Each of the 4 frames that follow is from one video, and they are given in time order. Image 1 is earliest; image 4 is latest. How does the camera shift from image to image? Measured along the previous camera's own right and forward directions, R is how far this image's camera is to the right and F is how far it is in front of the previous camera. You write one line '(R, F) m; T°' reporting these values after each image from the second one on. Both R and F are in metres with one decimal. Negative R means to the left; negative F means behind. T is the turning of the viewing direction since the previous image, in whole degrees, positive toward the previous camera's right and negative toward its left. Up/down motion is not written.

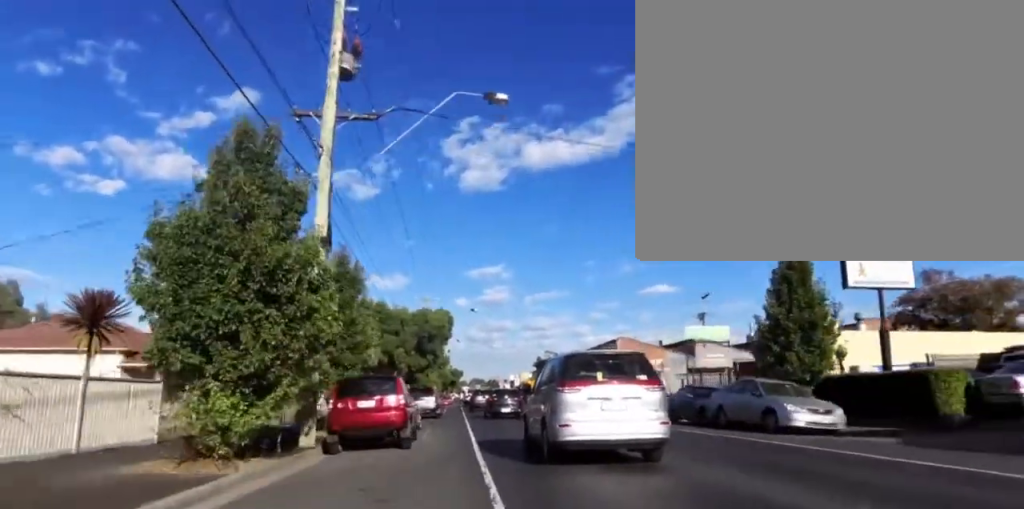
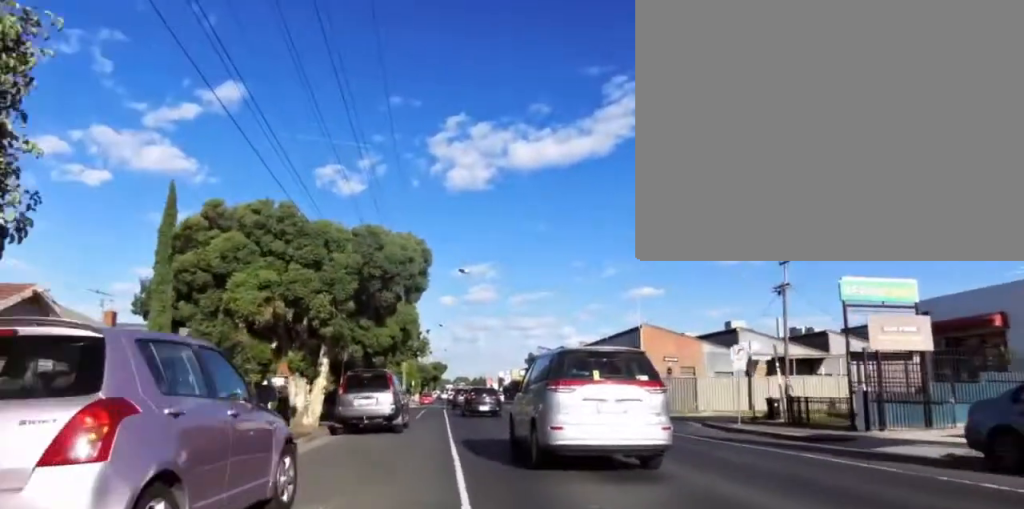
(-2.0, +14.9) m; -1°
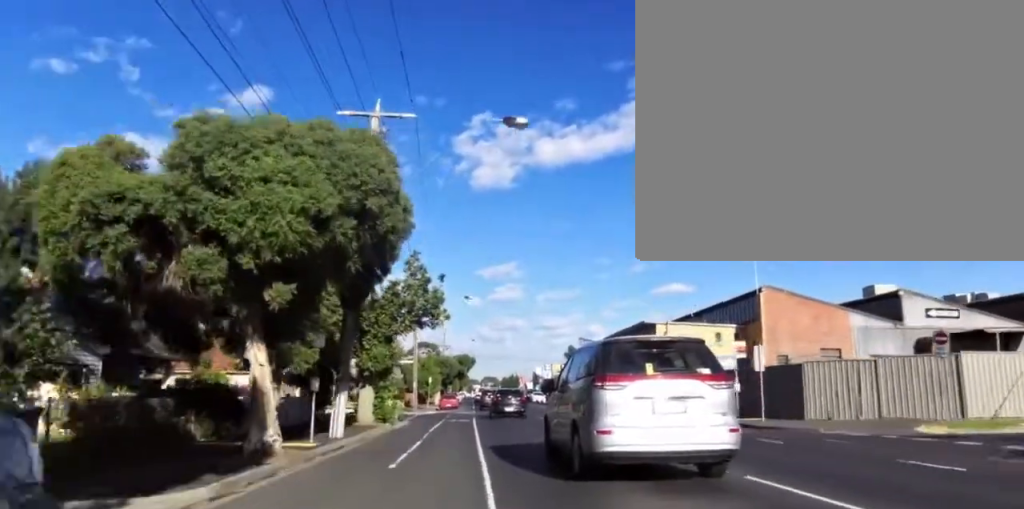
(+0.9, +18.5) m; +3°
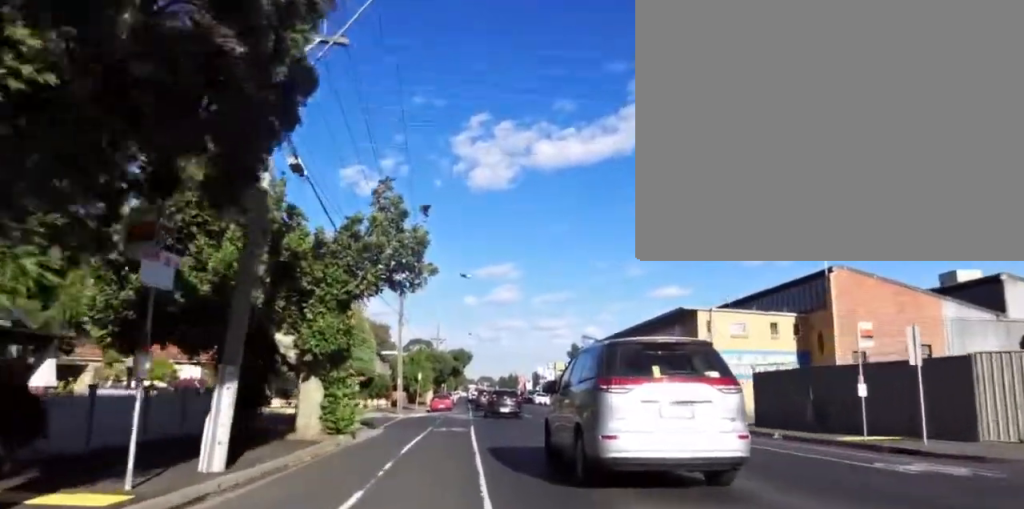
(+0.6, +7.6) m; -1°
